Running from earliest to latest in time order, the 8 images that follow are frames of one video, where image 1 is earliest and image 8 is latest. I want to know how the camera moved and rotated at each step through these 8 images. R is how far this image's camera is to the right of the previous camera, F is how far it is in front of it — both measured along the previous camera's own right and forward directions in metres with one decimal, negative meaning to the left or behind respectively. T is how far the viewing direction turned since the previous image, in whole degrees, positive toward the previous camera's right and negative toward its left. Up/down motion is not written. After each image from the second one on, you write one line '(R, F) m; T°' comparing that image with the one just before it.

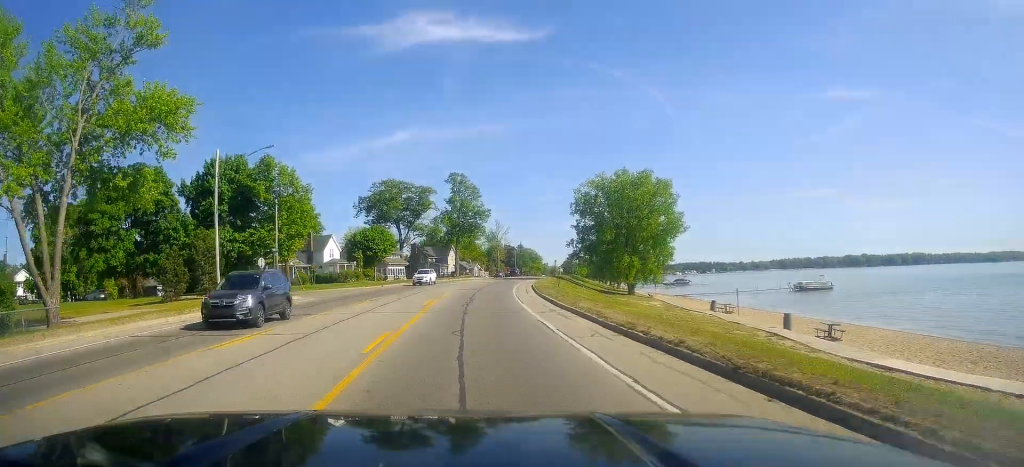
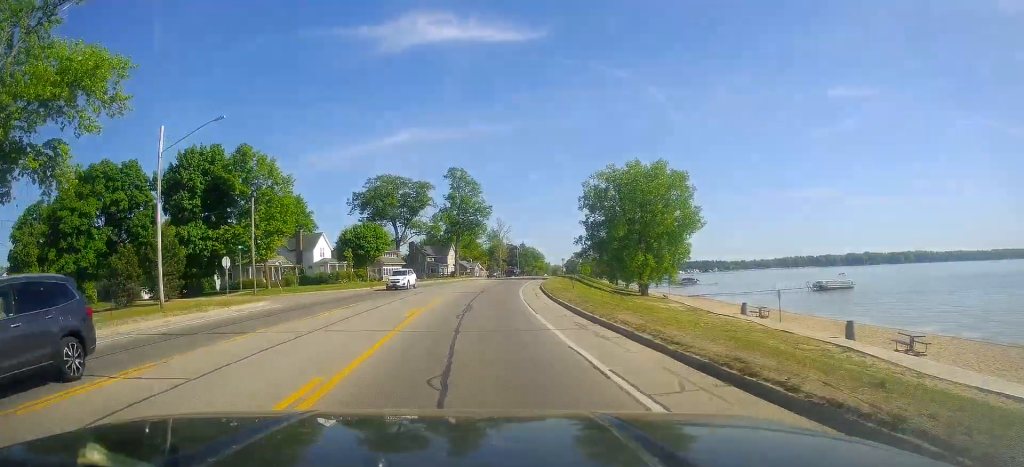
(-0.3, +7.0) m; +1°
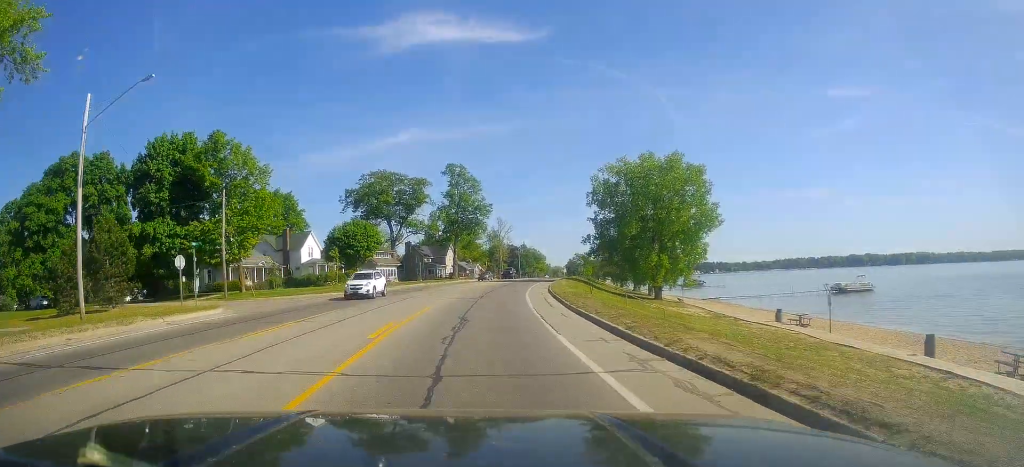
(-0.4, +6.5) m; +1°
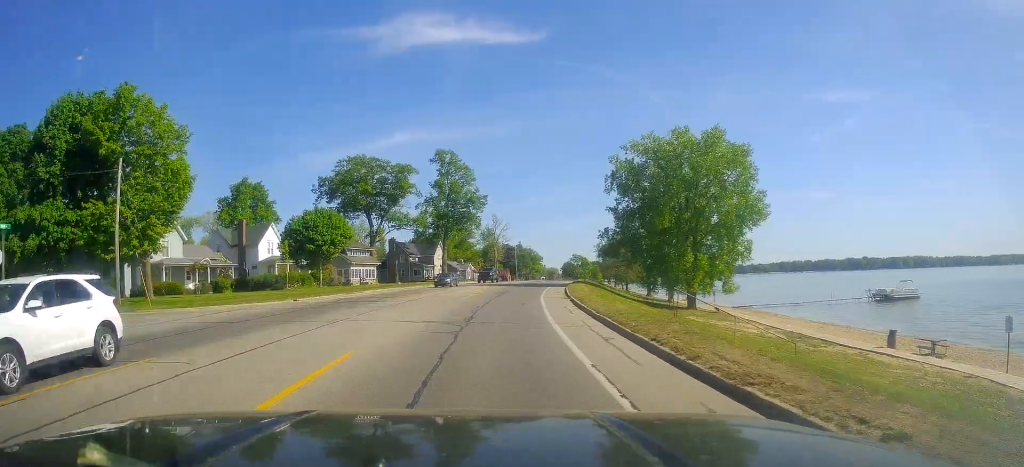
(+1.1, +14.9) m; +1°
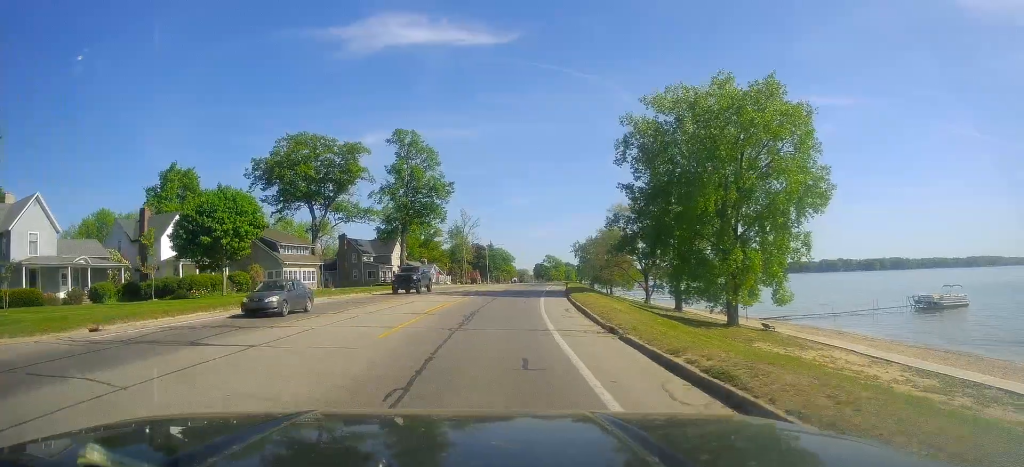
(-0.8, +17.8) m; +1°
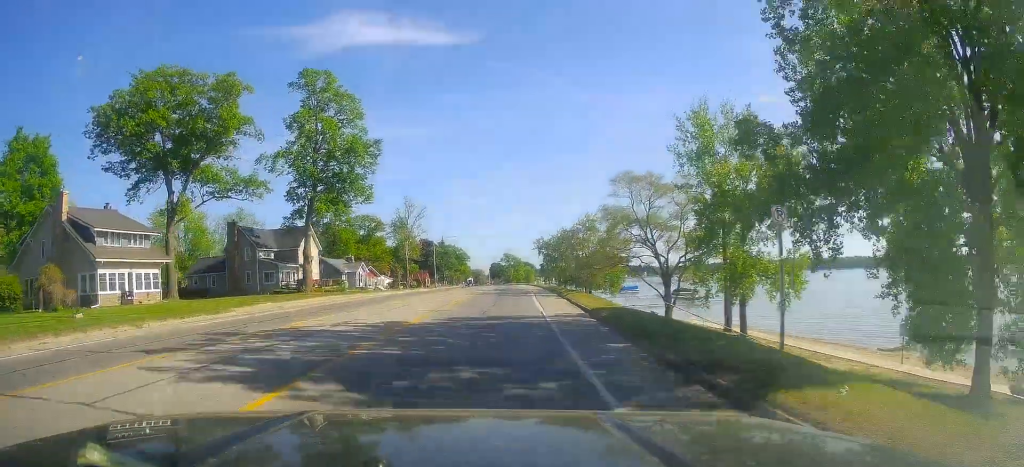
(+2.6, +29.4) m; +5°
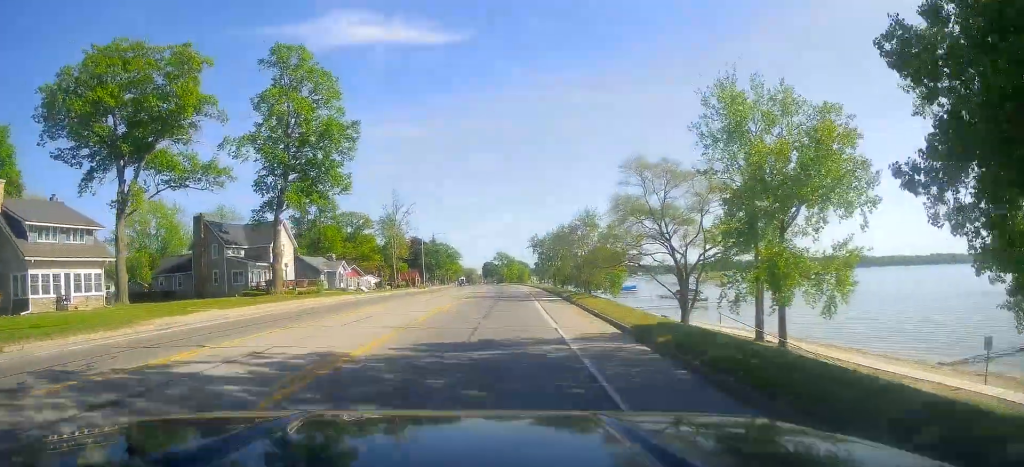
(-0.4, +7.4) m; +1°
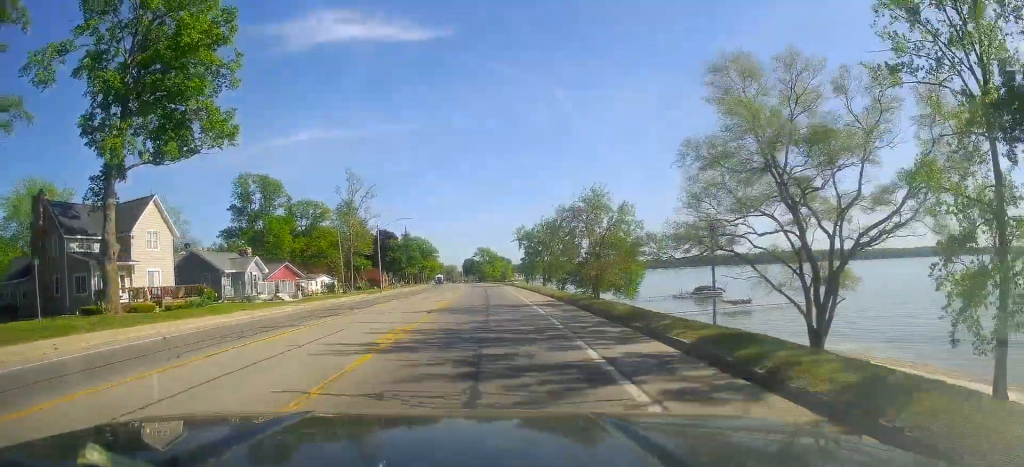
(+1.1, +25.0) m; +4°
